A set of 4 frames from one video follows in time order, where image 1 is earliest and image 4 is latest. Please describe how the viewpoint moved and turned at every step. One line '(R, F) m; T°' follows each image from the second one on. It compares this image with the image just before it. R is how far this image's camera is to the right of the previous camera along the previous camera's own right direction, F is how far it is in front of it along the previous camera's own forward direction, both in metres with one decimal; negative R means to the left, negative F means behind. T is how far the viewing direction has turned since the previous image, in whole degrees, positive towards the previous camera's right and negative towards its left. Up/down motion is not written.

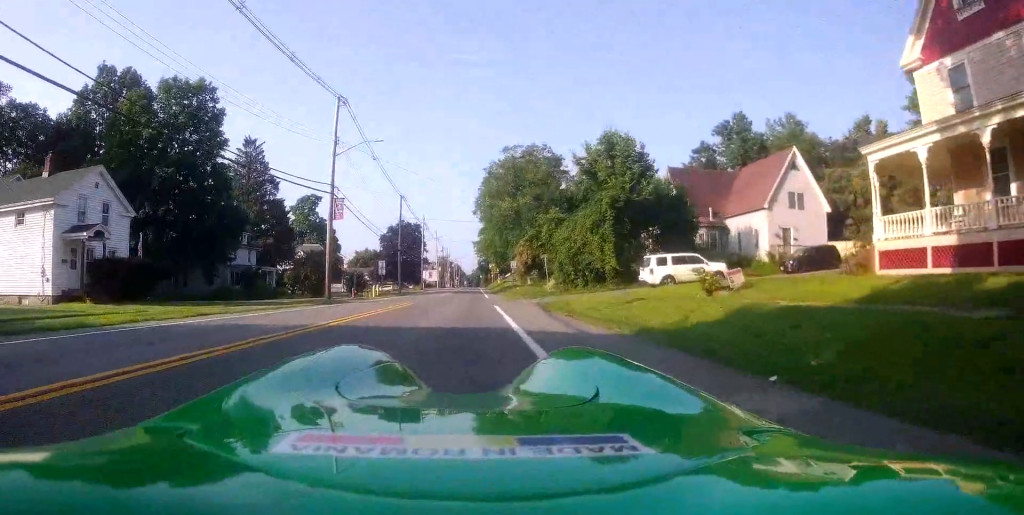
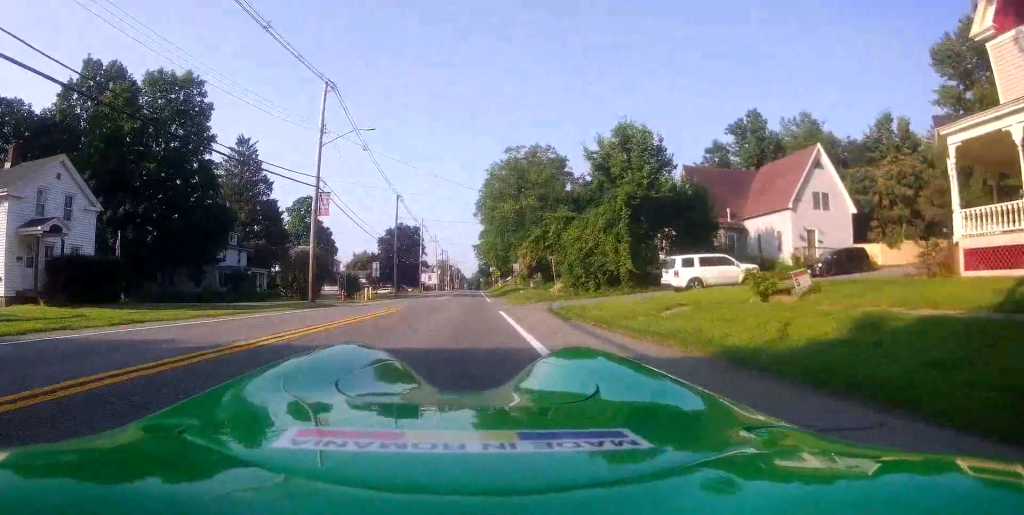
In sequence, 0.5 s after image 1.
(0.0, +3.5) m; -1°
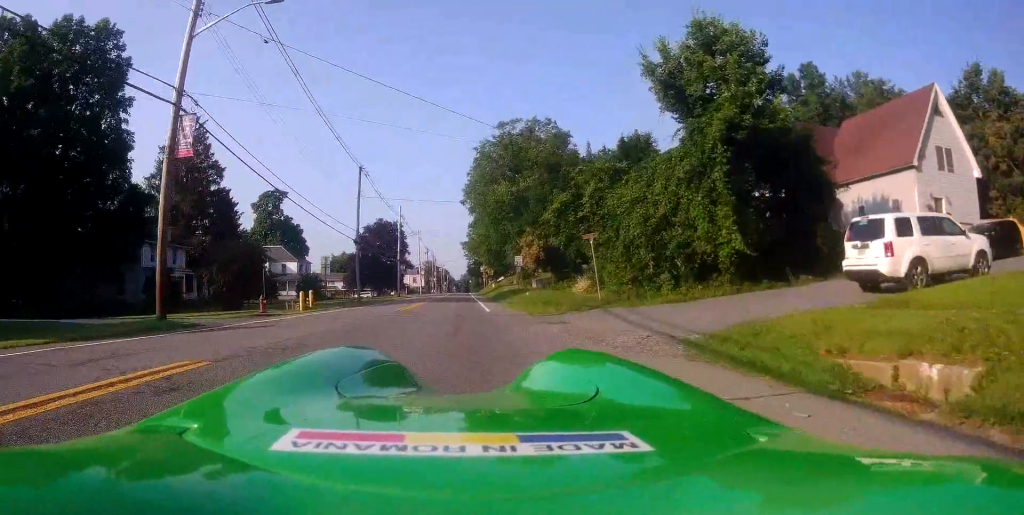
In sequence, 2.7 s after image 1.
(-0.1, +14.6) m; +3°
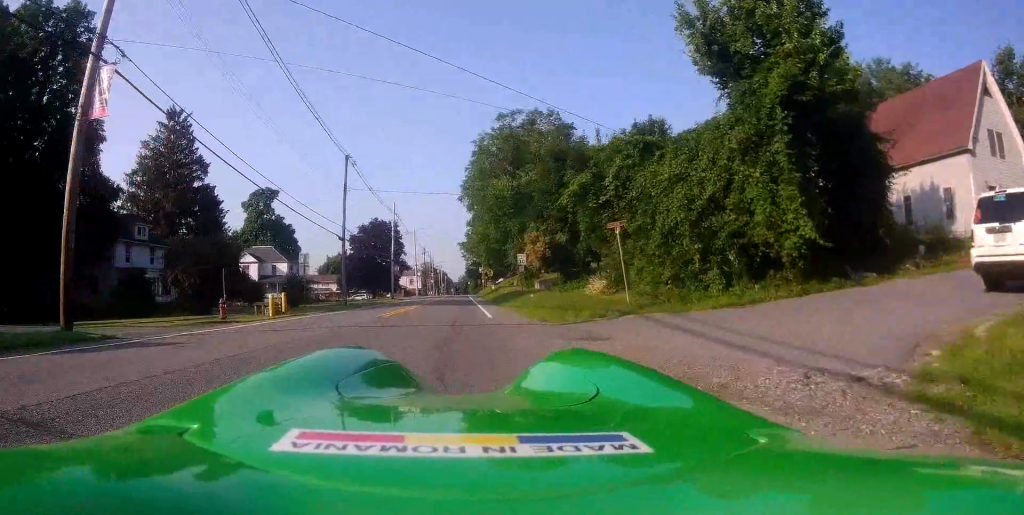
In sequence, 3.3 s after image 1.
(+0.1, +4.4) m; +1°
